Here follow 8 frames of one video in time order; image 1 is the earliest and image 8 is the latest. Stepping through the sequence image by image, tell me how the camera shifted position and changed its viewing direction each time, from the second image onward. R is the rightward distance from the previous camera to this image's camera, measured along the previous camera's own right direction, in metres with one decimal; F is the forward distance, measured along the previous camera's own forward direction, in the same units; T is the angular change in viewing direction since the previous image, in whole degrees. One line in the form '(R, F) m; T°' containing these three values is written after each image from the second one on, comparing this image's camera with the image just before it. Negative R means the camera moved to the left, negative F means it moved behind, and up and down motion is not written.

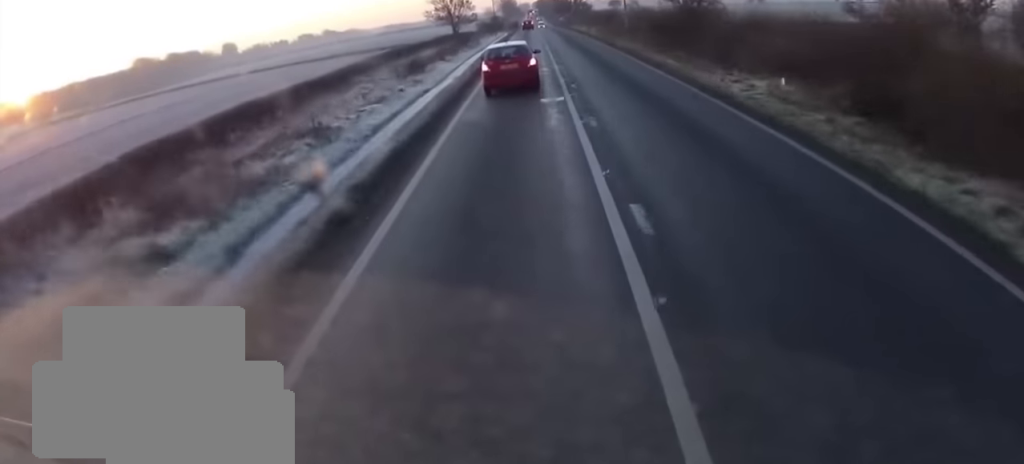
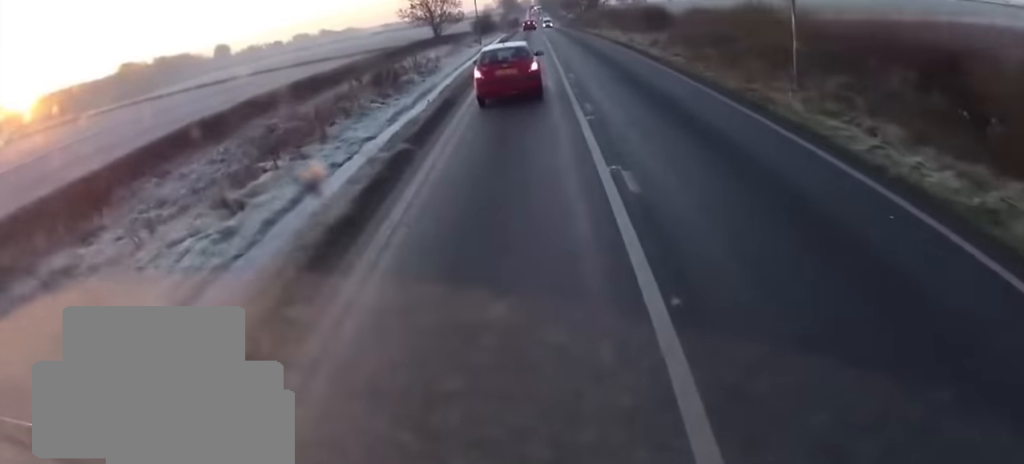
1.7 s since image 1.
(0.0, +29.8) m; 0°
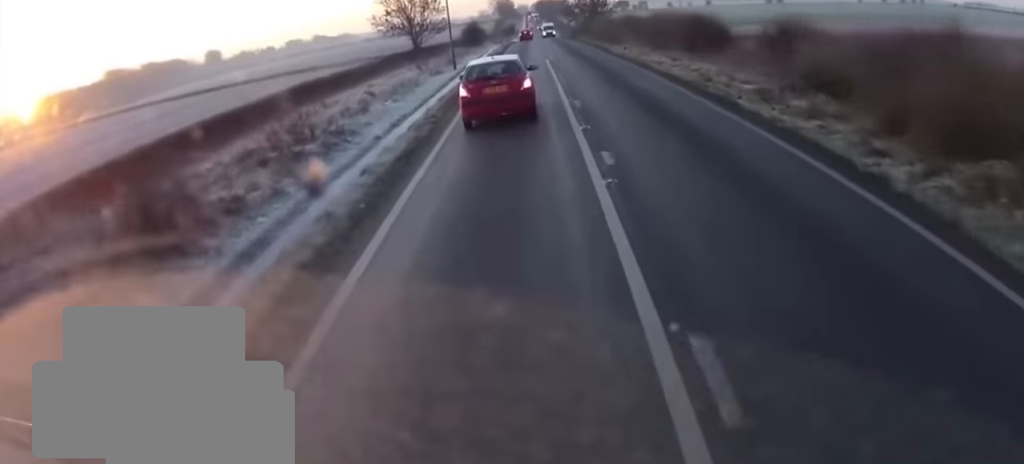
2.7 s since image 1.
(0.0, +17.0) m; 0°
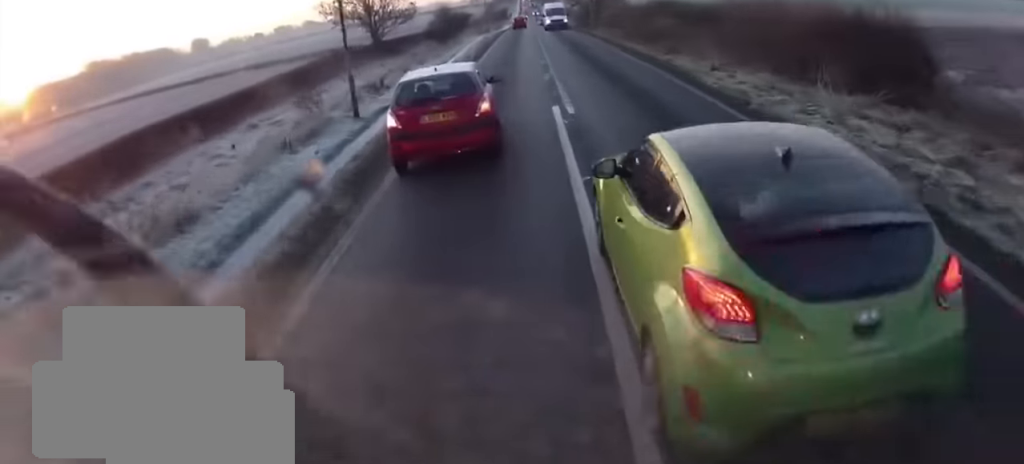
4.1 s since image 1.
(0.0, +21.3) m; 0°
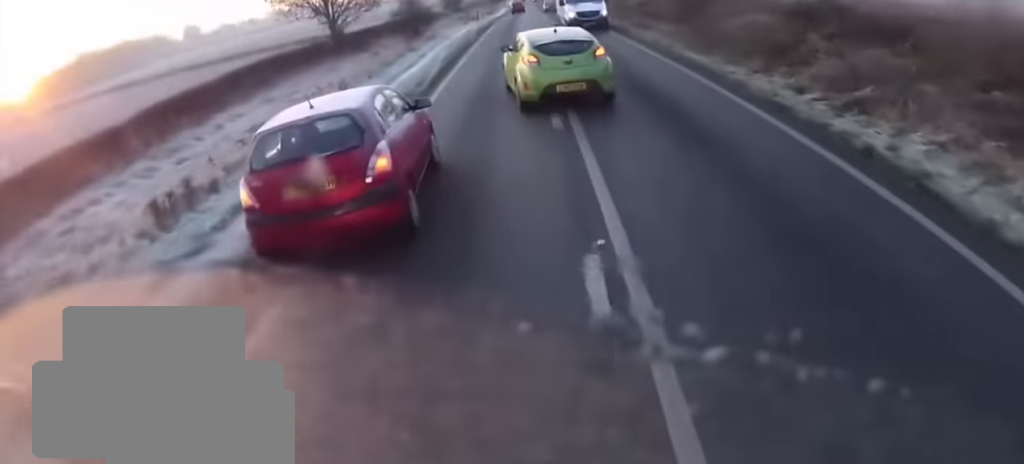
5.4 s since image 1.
(+0.1, +17.4) m; +1°
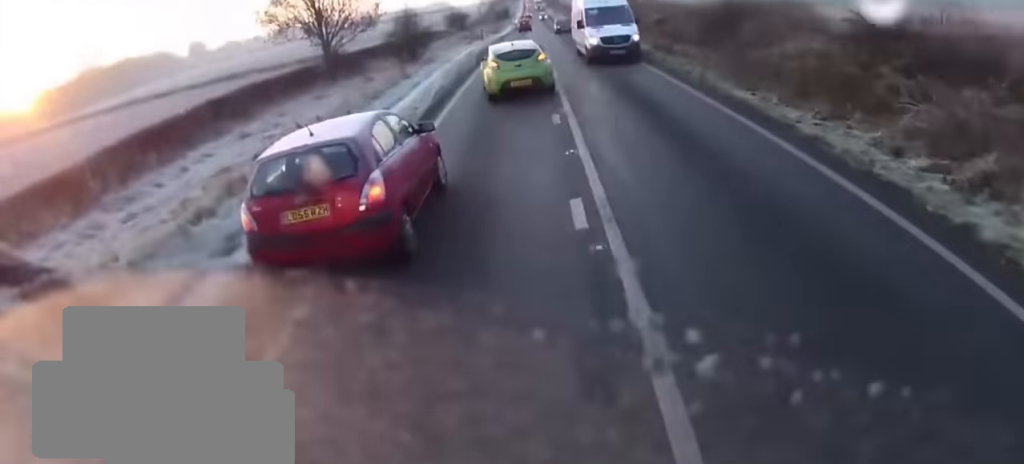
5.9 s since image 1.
(0.0, +4.6) m; 0°
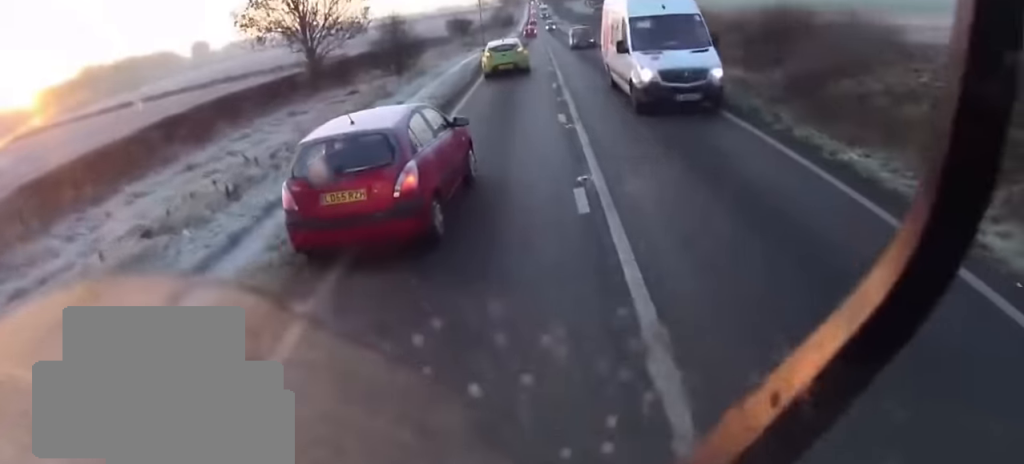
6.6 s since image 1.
(0.0, +6.5) m; 0°
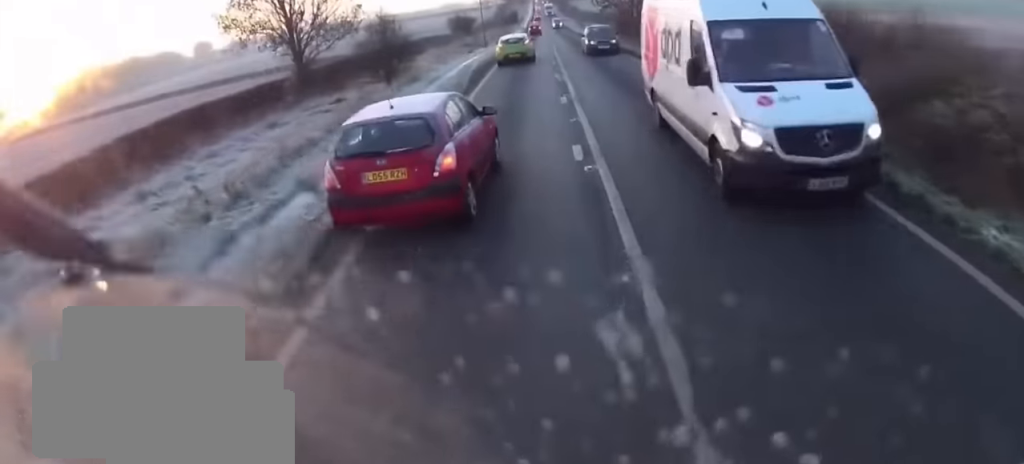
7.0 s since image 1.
(0.0, +3.6) m; 0°
